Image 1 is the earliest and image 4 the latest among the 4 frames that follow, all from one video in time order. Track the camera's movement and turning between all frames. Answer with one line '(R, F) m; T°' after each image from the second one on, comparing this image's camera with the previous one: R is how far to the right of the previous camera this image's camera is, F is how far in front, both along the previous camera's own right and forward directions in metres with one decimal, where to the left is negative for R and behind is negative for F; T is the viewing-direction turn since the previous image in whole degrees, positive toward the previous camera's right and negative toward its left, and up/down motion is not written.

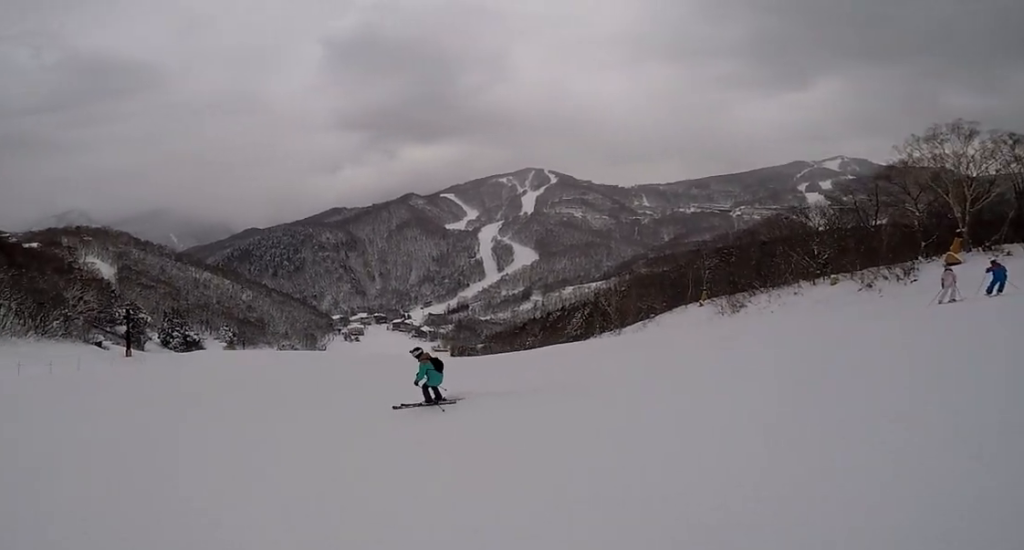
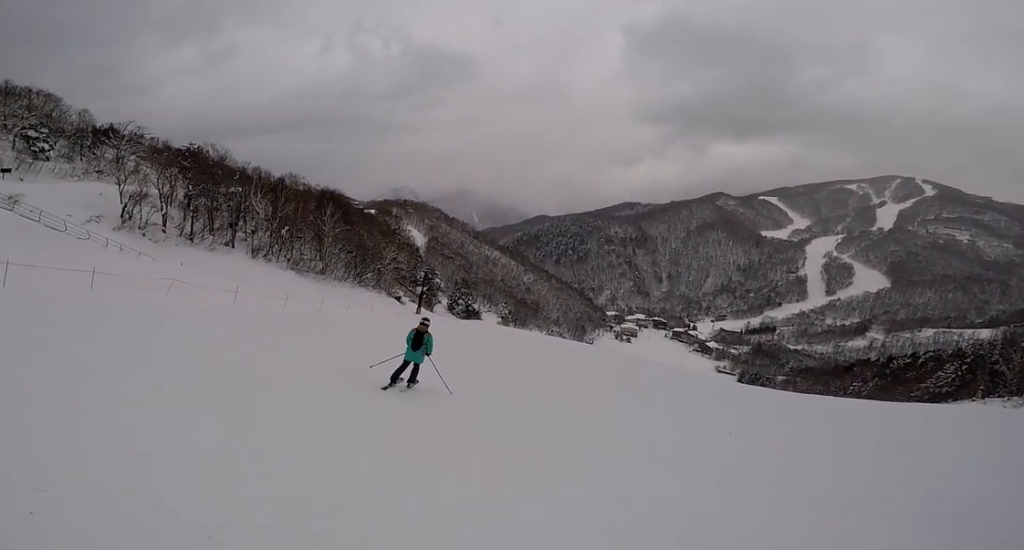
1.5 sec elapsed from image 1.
(-2.4, +5.1) m; -34°
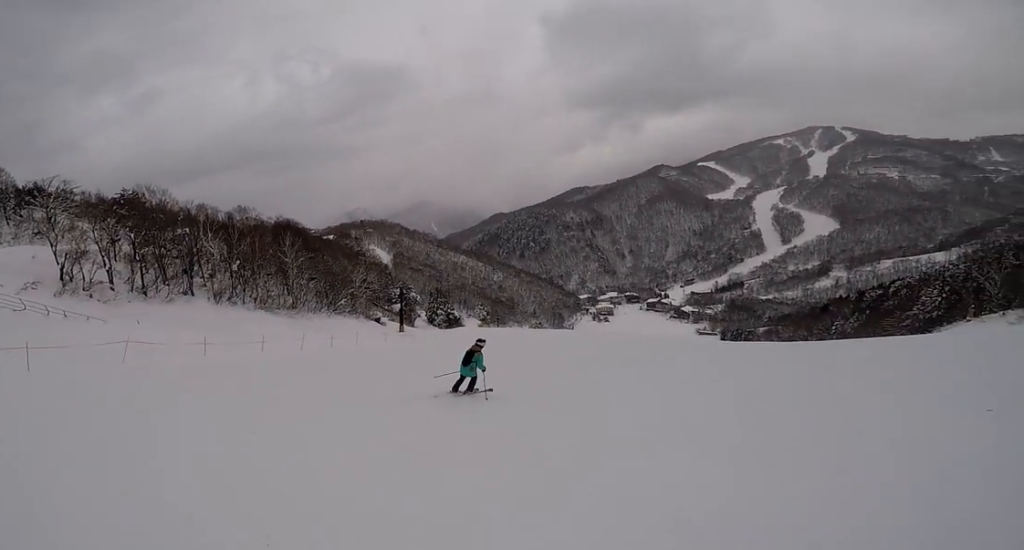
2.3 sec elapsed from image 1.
(0.0, +3.8) m; +13°
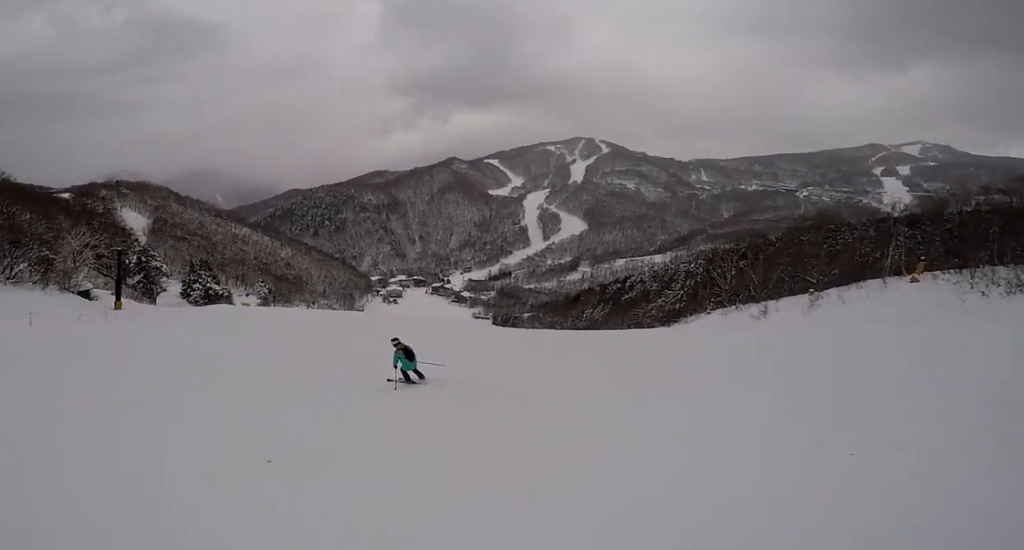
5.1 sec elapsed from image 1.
(+8.8, +12.6) m; +36°
